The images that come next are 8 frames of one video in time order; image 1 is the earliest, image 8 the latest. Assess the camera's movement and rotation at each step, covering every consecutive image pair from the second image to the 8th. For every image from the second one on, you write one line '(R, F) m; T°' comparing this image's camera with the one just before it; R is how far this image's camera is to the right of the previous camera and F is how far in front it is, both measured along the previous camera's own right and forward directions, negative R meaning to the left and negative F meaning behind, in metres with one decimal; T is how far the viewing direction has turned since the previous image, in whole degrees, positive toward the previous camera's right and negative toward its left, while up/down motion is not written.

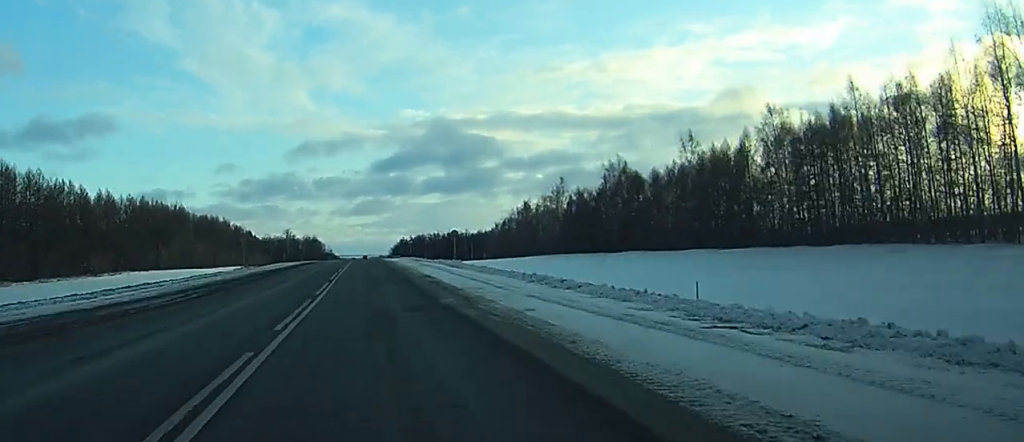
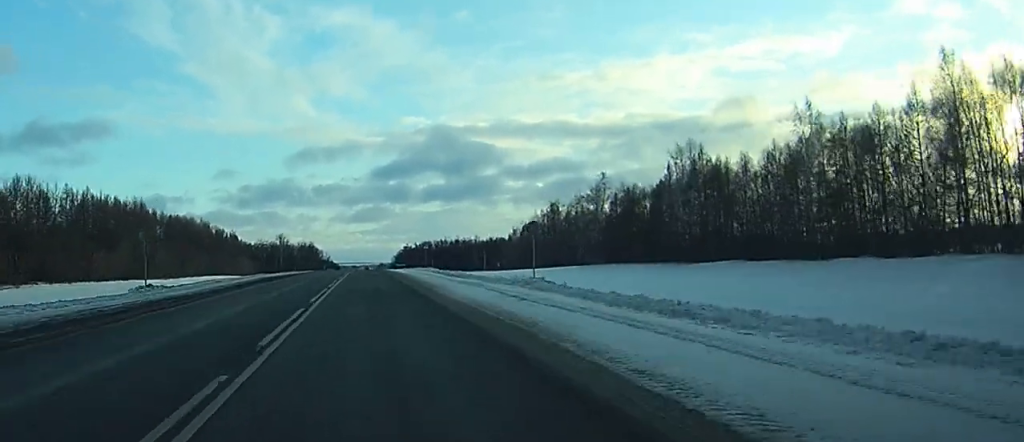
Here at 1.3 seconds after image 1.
(-1.2, +38.0) m; -1°
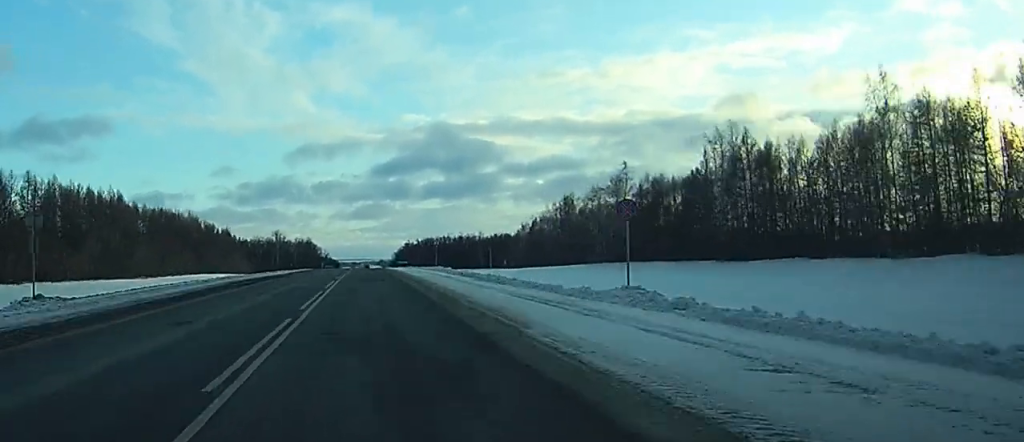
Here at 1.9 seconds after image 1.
(+0.4, +15.9) m; +1°
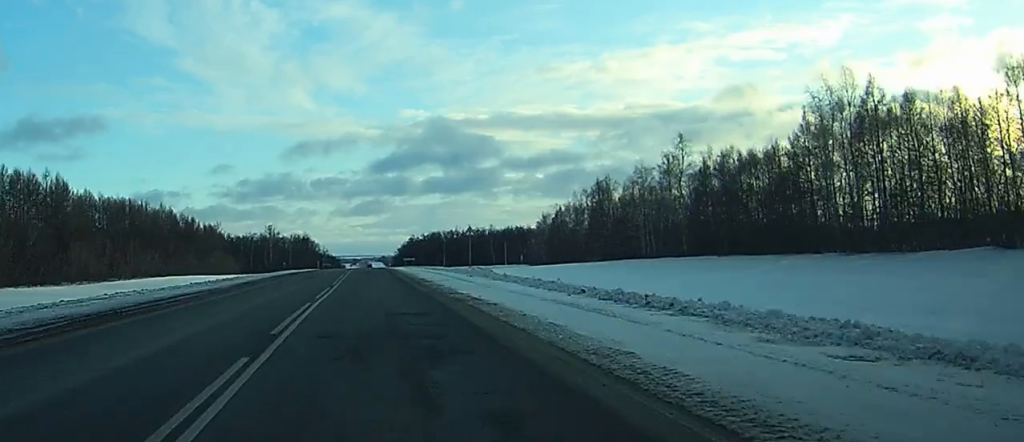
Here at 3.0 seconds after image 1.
(+0.3, +30.6) m; 0°
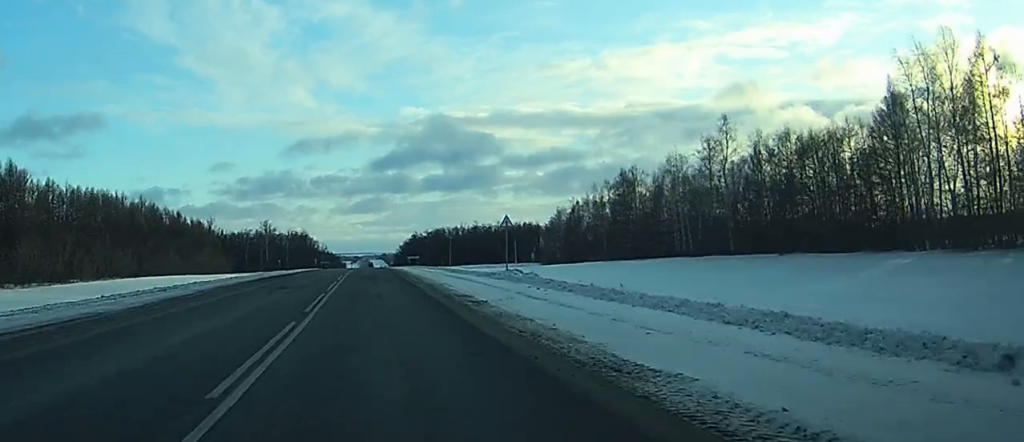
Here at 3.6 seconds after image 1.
(0.0, +17.4) m; 0°
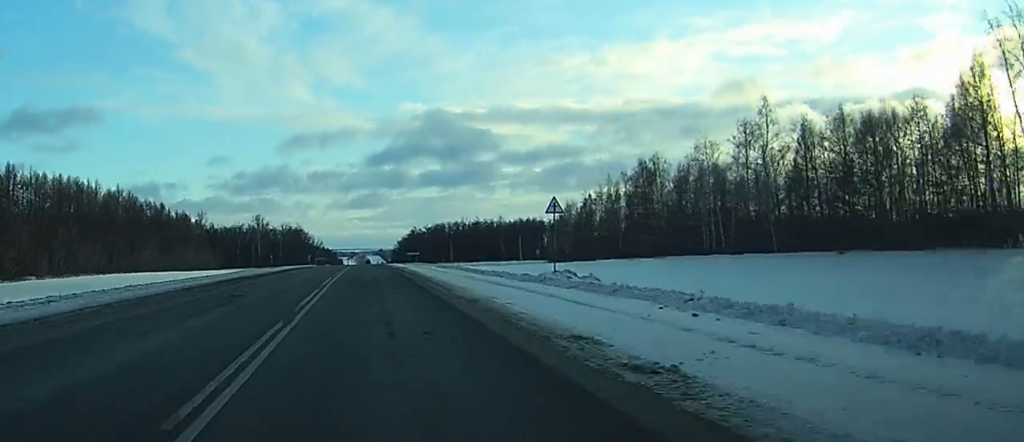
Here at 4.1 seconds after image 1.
(0.0, +13.7) m; 0°
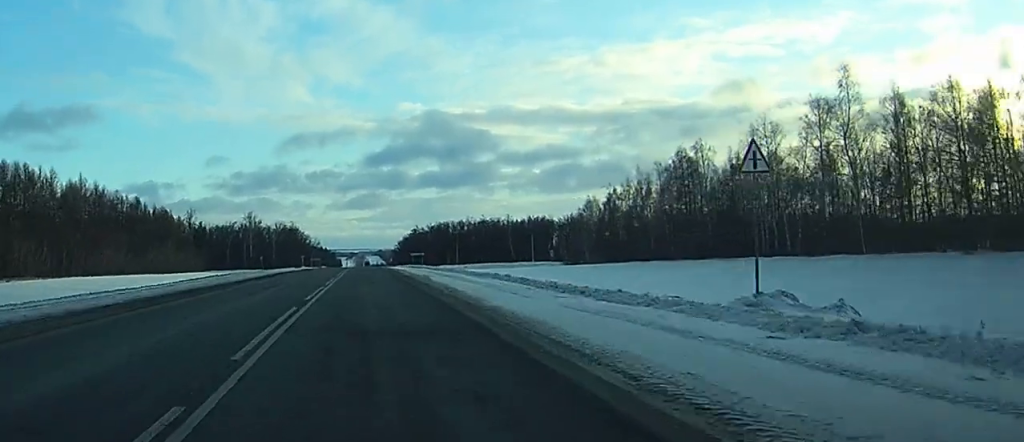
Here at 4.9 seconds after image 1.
(0.0, +20.0) m; 0°
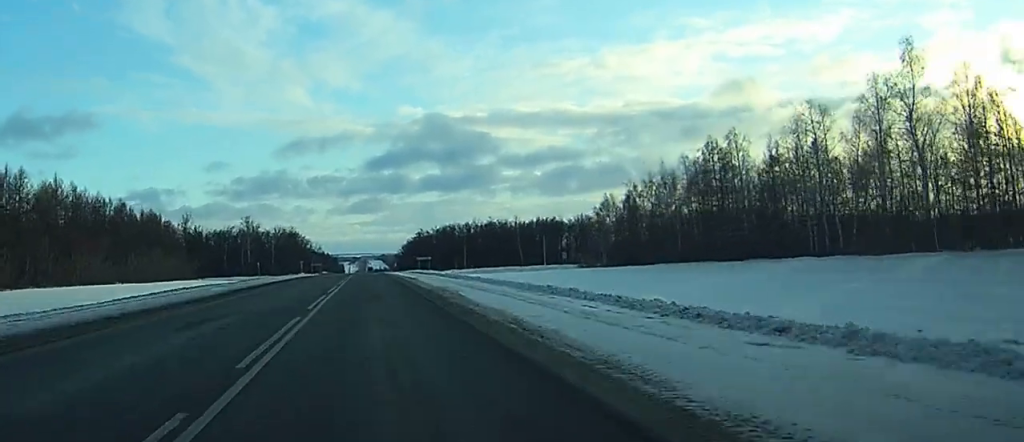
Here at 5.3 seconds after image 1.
(0.0, +11.8) m; 0°
